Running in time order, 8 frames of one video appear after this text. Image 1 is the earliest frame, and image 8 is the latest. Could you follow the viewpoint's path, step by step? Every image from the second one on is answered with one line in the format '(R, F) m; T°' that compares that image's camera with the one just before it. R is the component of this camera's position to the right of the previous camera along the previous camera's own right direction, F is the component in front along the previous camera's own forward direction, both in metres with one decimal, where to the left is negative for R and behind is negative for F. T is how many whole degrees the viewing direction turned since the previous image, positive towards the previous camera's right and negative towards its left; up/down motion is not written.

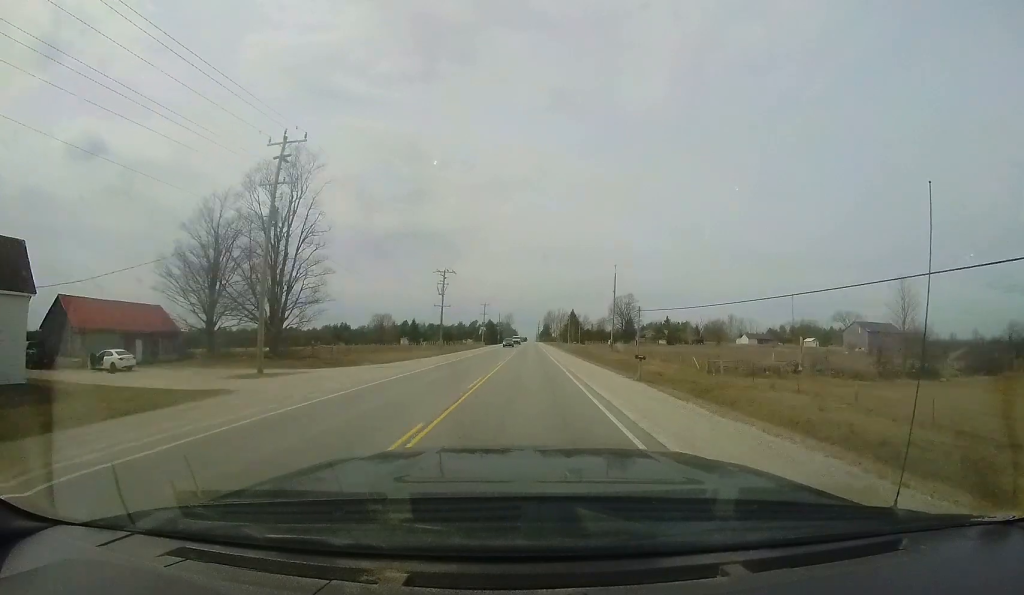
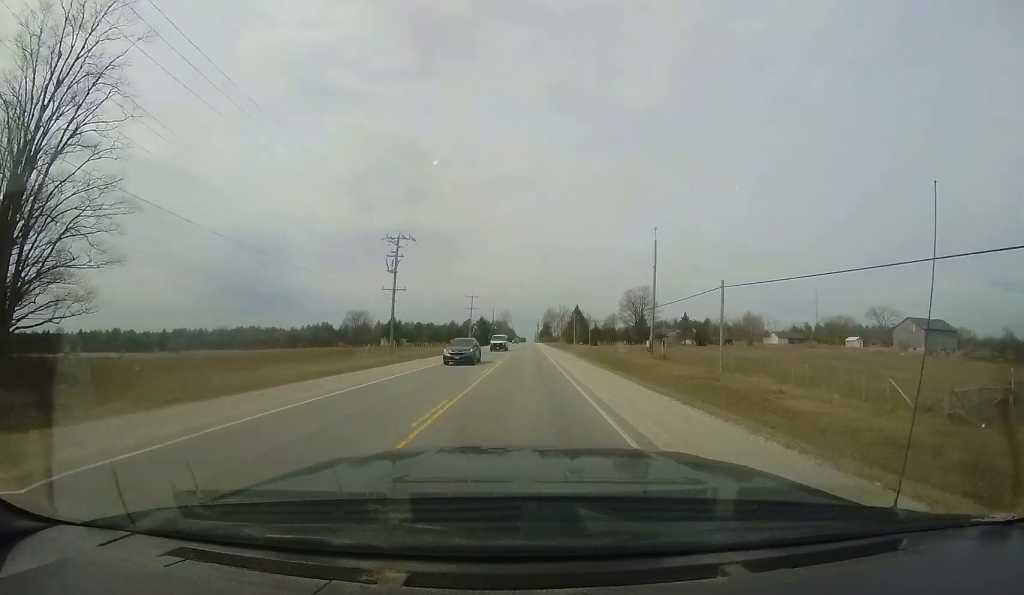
(-0.3, +23.2) m; 0°
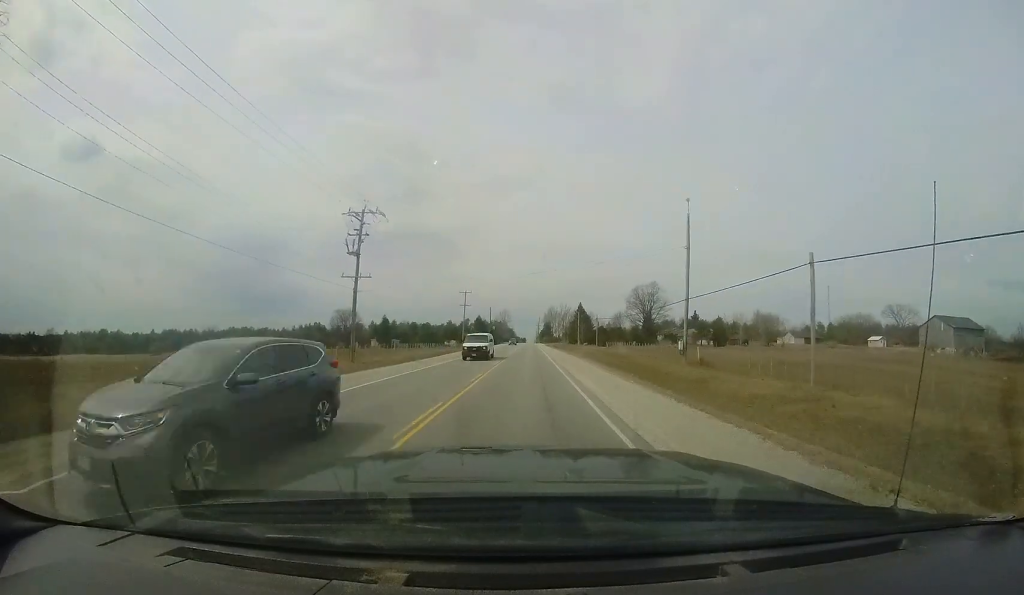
(+0.2, +9.8) m; 0°
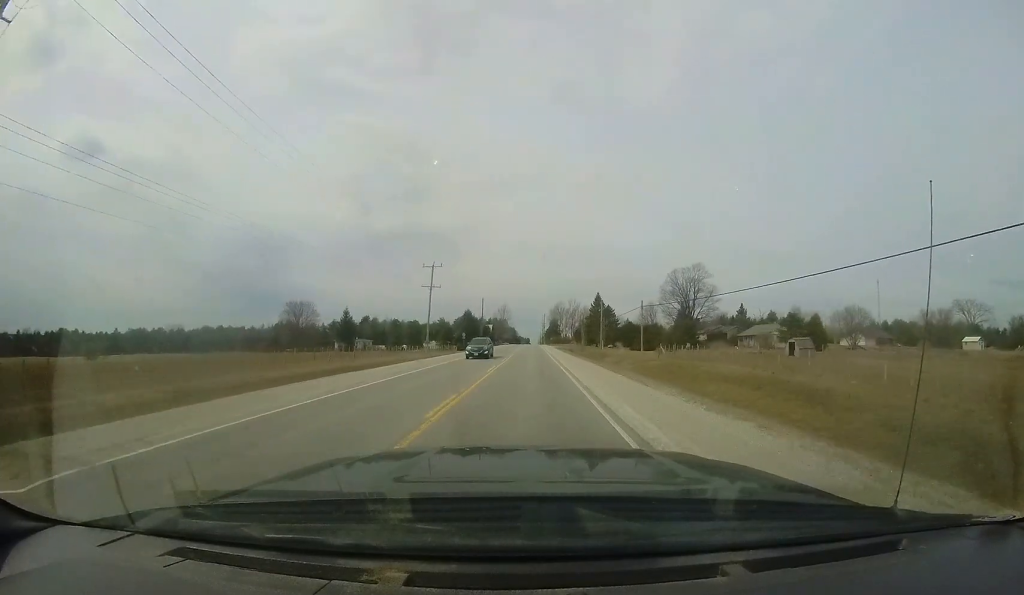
(0.0, +32.4) m; 0°
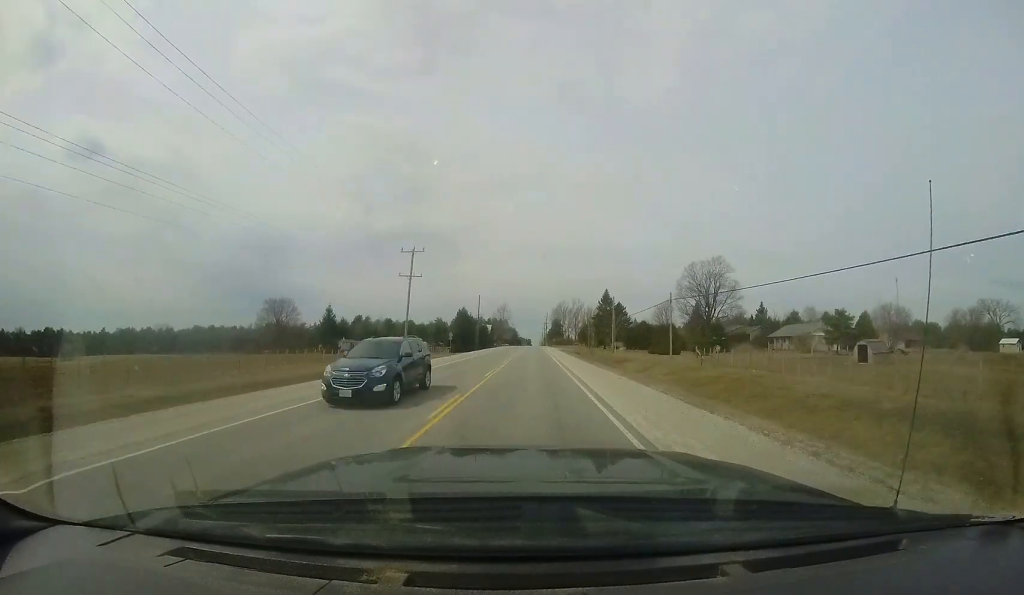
(+0.1, +10.5) m; 0°
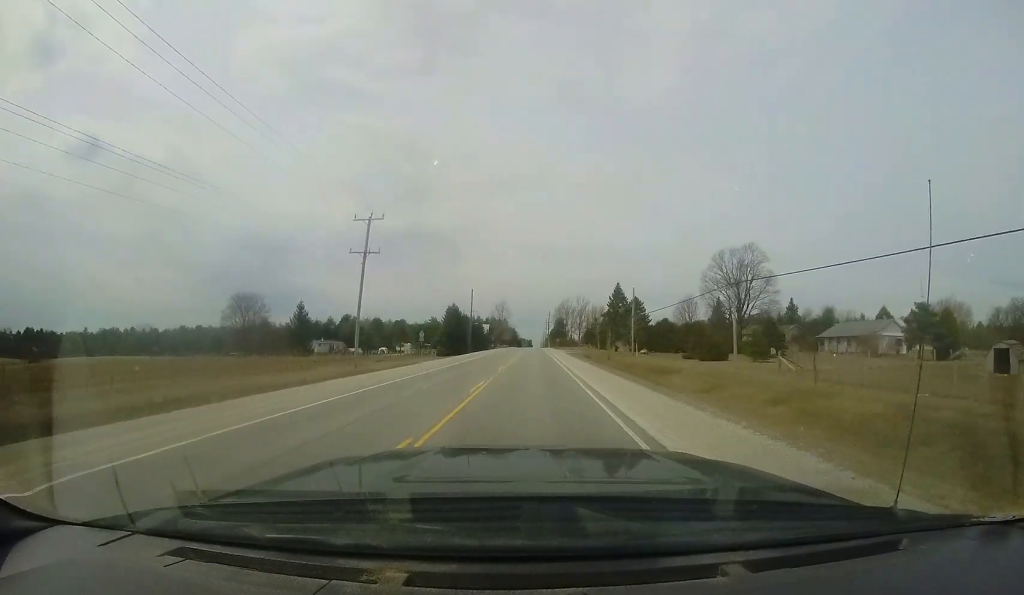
(+0.1, +13.5) m; 0°
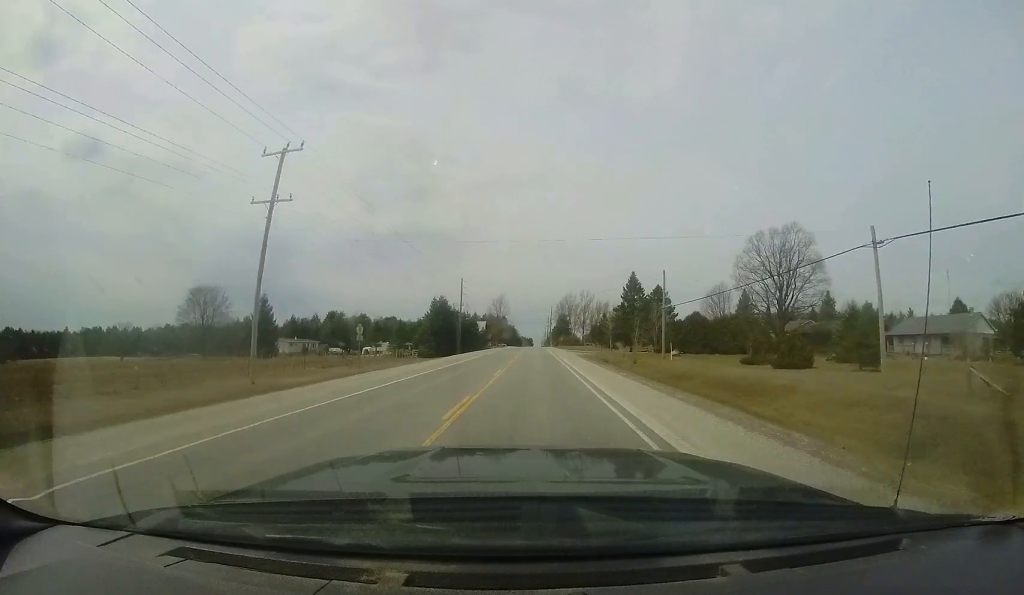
(-0.1, +13.4) m; -1°
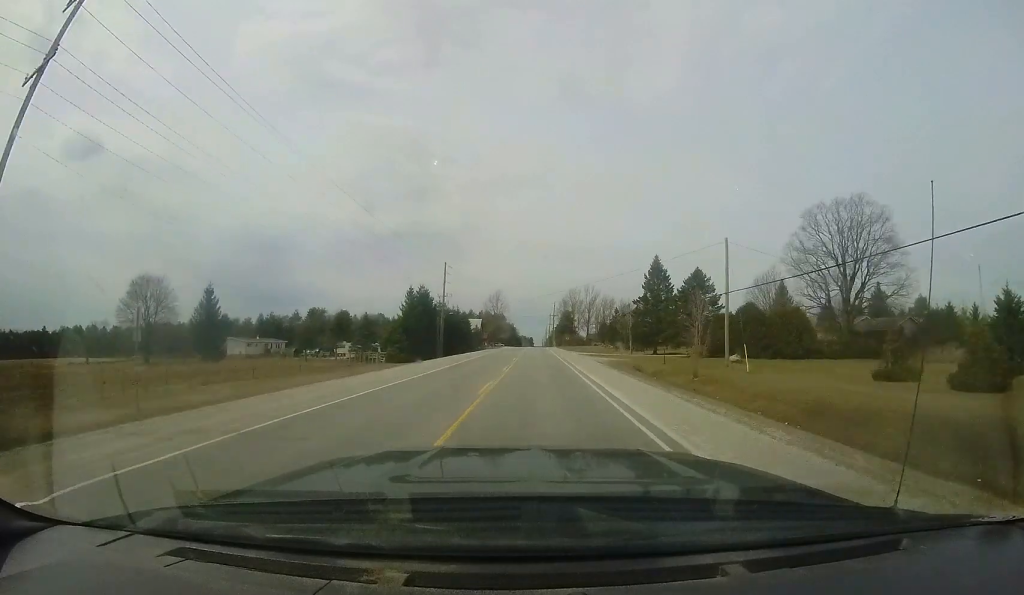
(-0.2, +14.8) m; -1°
